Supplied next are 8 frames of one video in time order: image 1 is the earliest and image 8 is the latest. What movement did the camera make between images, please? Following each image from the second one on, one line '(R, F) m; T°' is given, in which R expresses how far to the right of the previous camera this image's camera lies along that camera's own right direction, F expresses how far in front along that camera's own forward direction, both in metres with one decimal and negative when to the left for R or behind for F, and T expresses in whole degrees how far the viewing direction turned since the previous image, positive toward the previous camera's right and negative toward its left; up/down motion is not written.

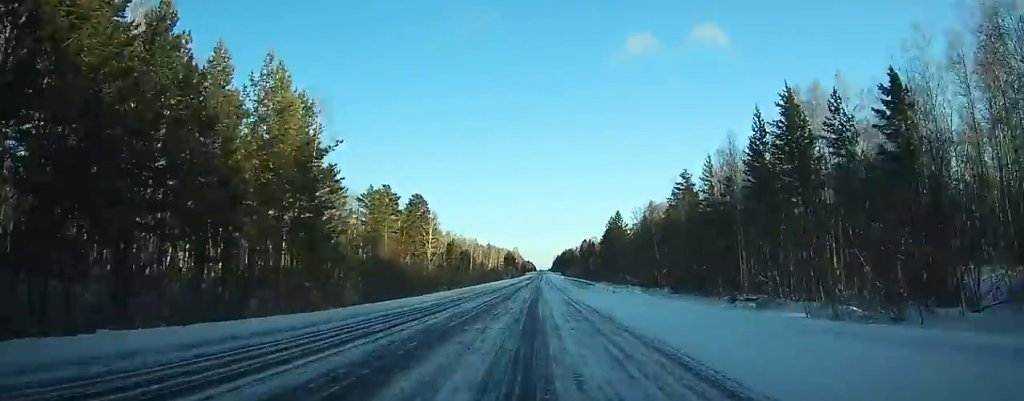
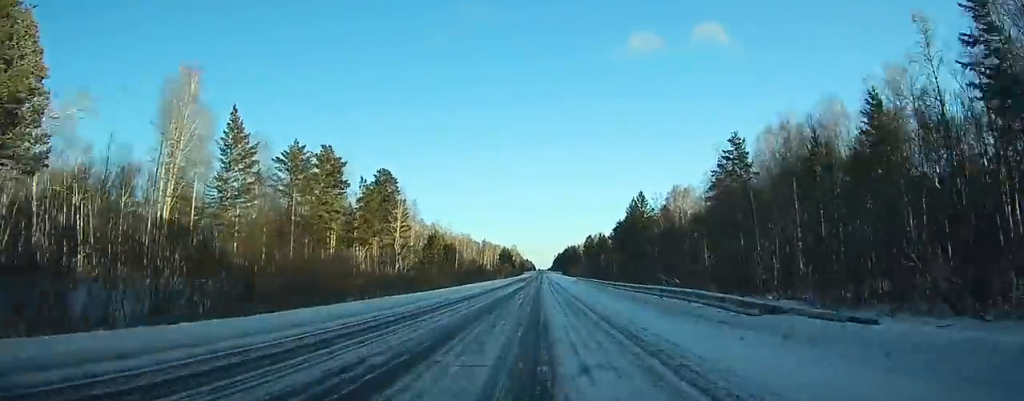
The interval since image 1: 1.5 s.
(-0.2, +35.7) m; 0°
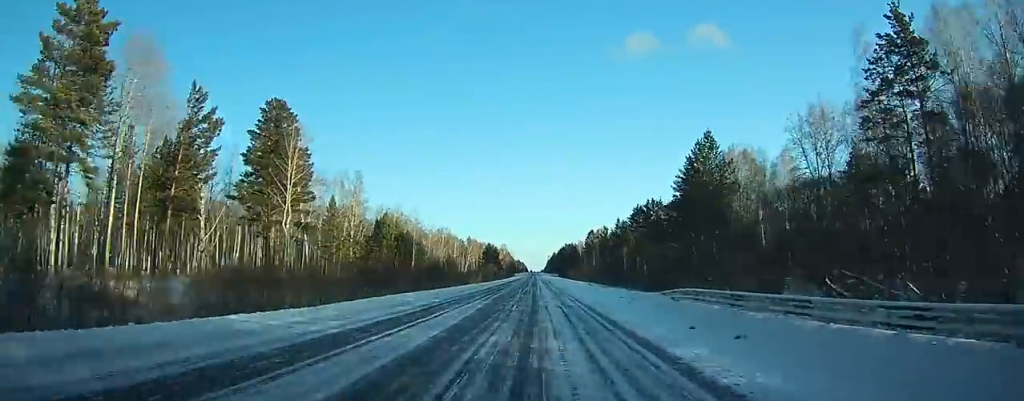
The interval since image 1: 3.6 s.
(0.0, +52.1) m; 0°
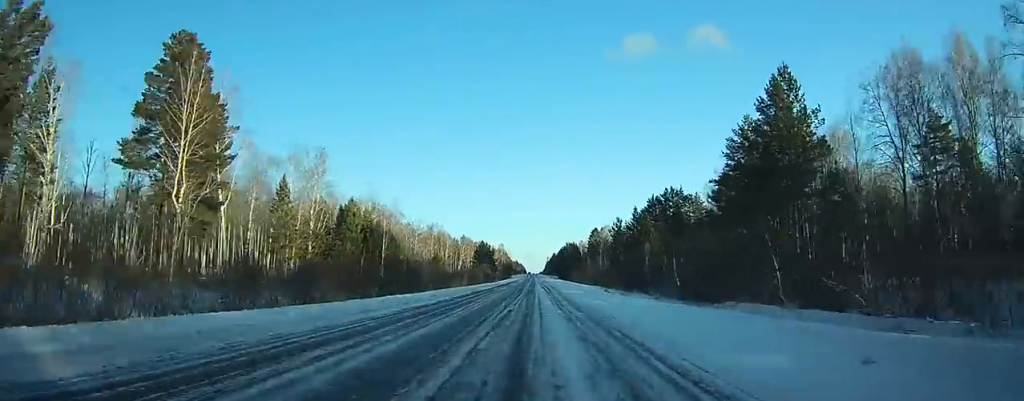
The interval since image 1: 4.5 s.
(+0.1, +22.8) m; 0°
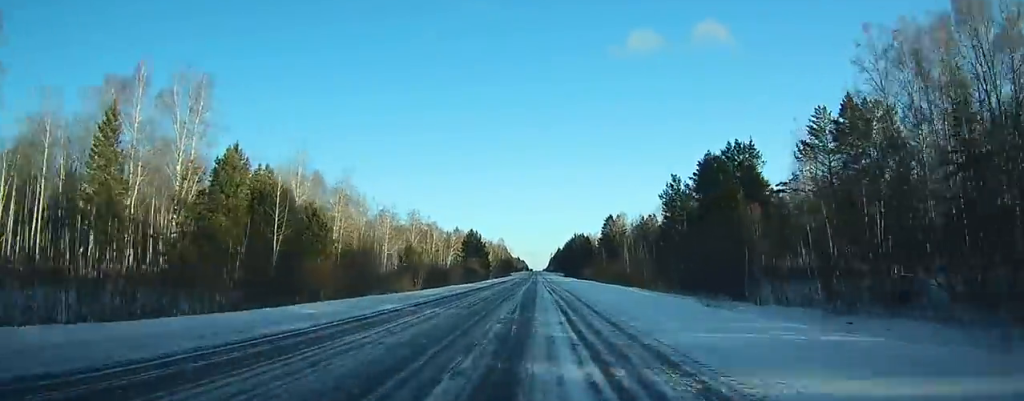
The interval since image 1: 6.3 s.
(+0.1, +42.3) m; 0°
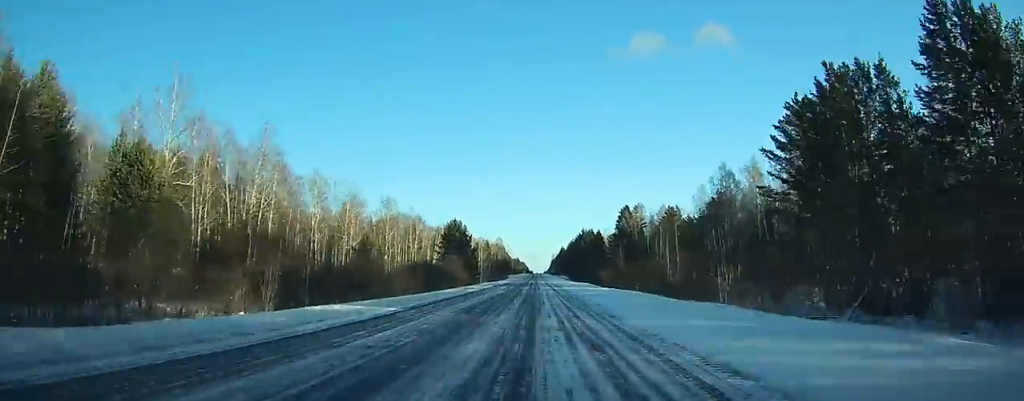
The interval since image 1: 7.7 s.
(-0.1, +35.8) m; 0°
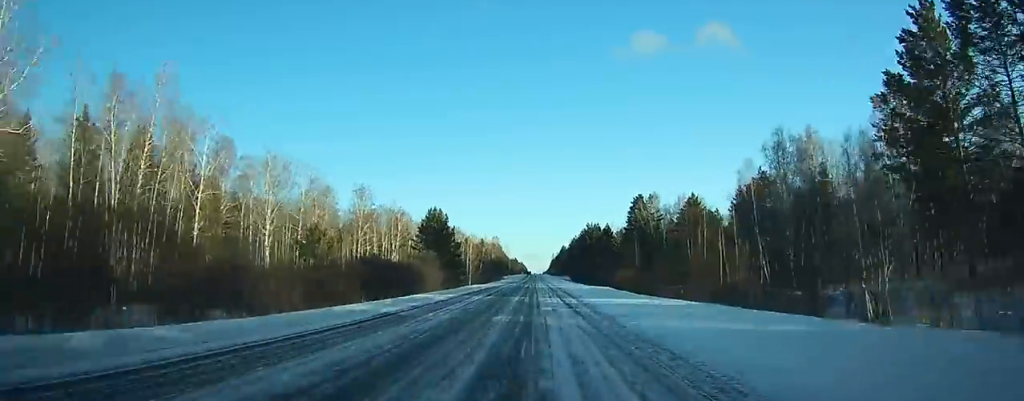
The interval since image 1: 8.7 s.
(+0.1, +24.4) m; 0°
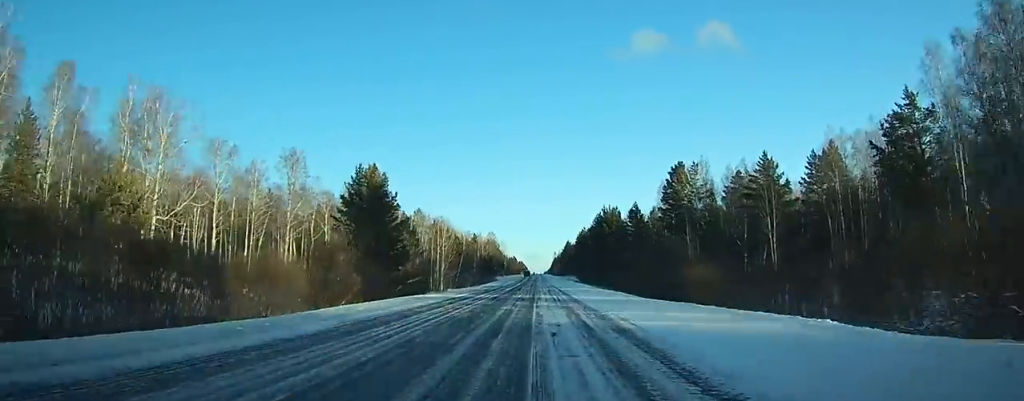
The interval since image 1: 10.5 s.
(0.0, +42.1) m; 0°
